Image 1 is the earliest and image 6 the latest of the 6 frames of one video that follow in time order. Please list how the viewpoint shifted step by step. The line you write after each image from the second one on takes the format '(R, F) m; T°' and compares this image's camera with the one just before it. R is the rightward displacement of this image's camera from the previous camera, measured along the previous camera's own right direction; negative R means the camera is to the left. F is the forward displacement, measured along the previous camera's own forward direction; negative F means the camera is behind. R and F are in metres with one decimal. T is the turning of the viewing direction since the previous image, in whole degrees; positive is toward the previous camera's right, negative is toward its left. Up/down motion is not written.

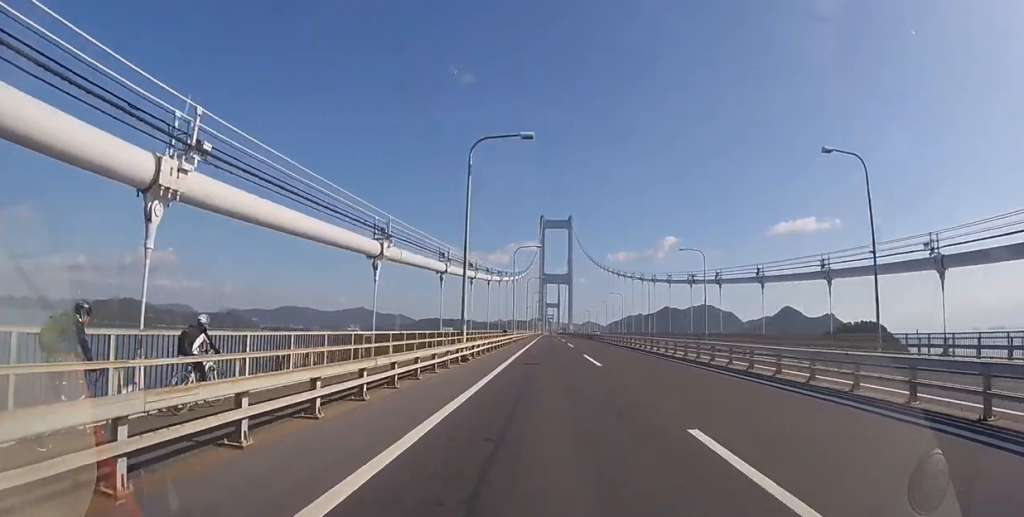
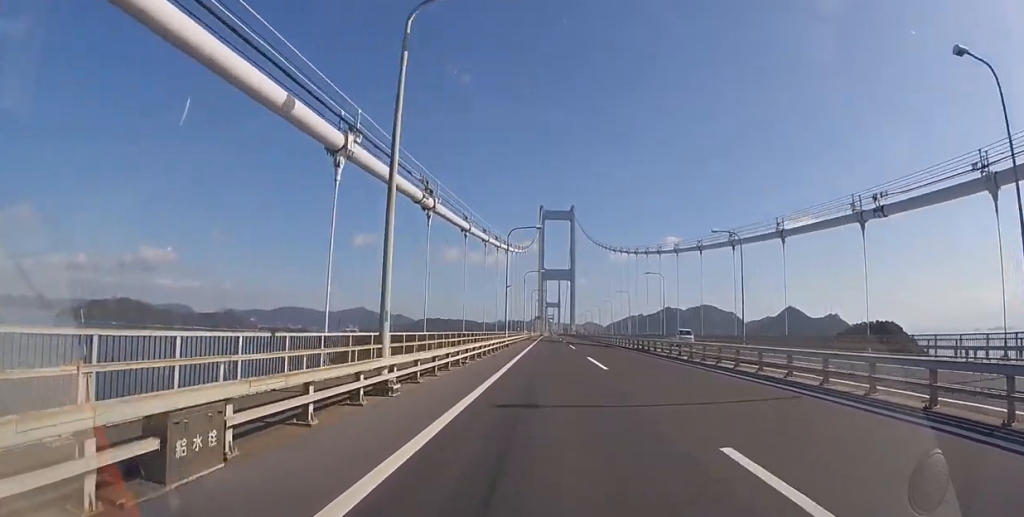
(0.0, +40.6) m; 0°
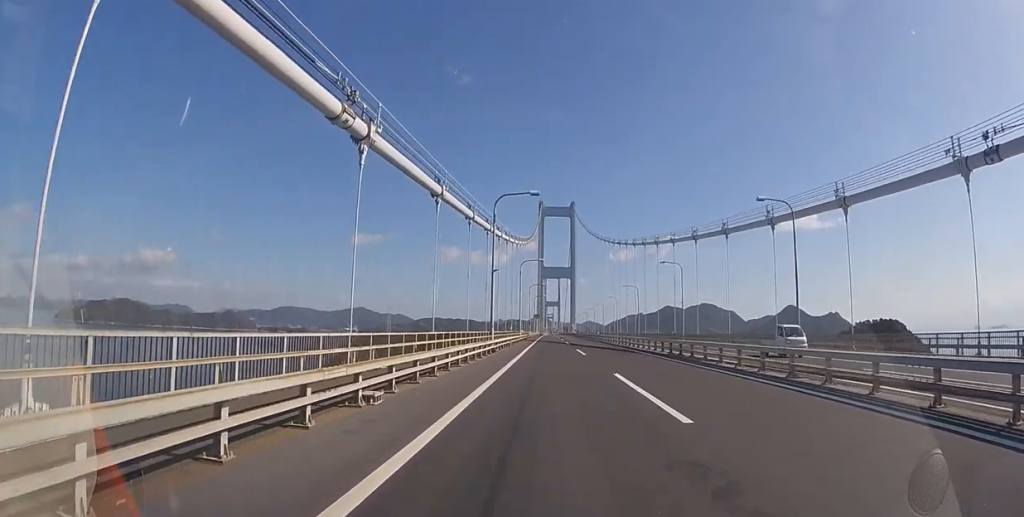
(0.0, +10.7) m; 0°
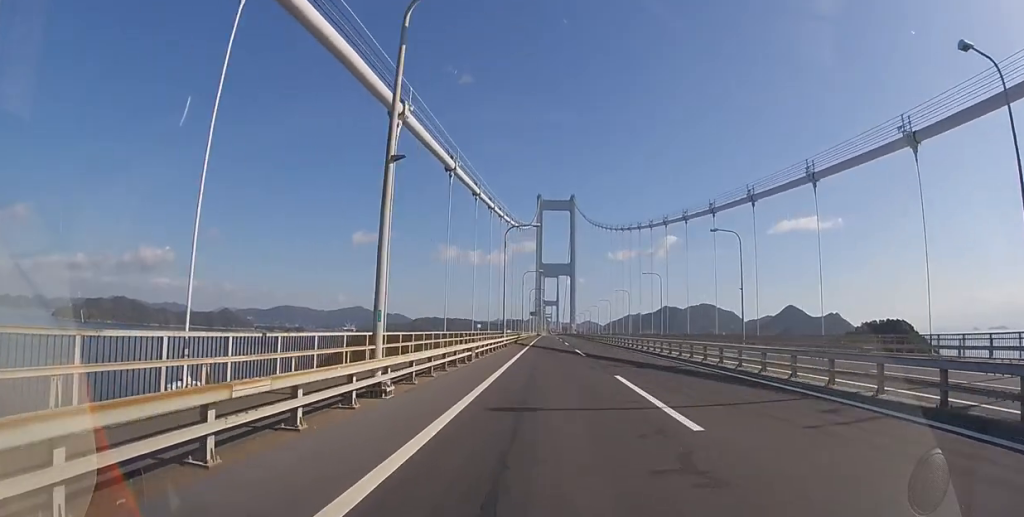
(0.0, +20.6) m; 0°
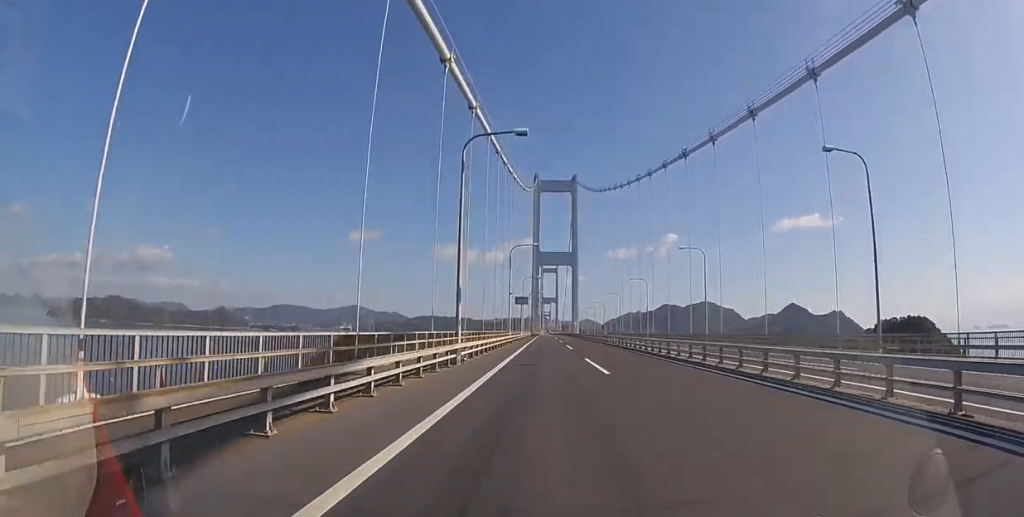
(+0.1, +51.2) m; 0°
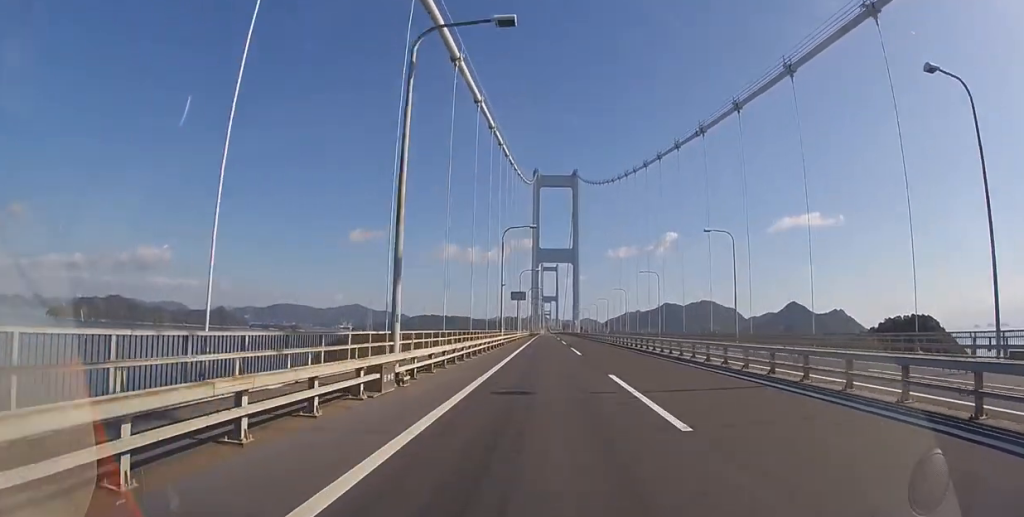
(0.0, +8.5) m; 0°
